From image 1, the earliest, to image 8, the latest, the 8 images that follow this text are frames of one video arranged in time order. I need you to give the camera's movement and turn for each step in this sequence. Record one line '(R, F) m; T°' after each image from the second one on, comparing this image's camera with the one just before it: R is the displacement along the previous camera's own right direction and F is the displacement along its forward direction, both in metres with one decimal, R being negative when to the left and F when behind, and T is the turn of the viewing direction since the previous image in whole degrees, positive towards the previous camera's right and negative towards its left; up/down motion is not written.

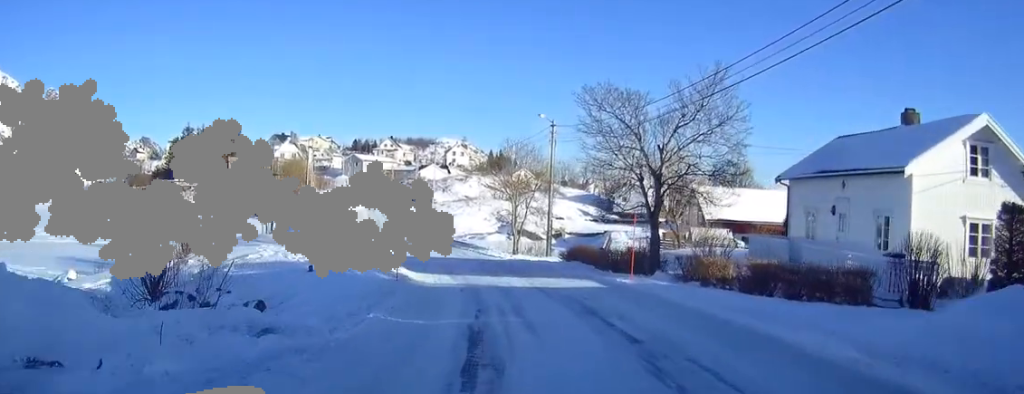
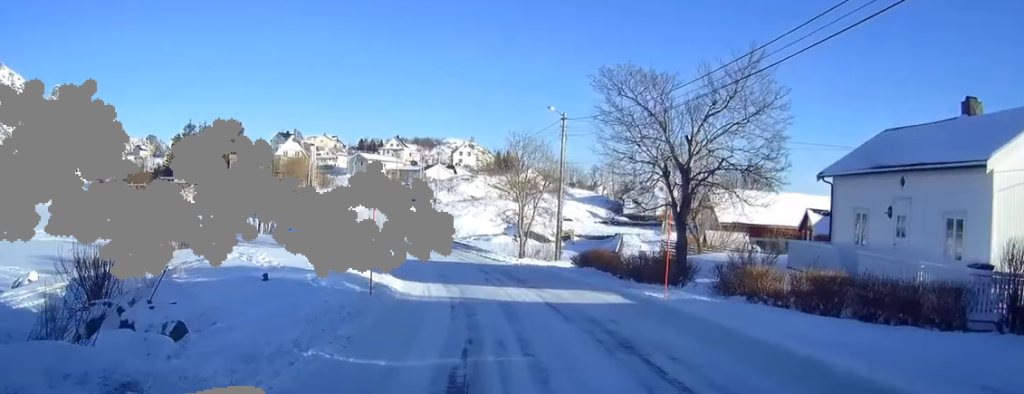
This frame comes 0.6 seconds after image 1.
(0.0, +4.0) m; -1°
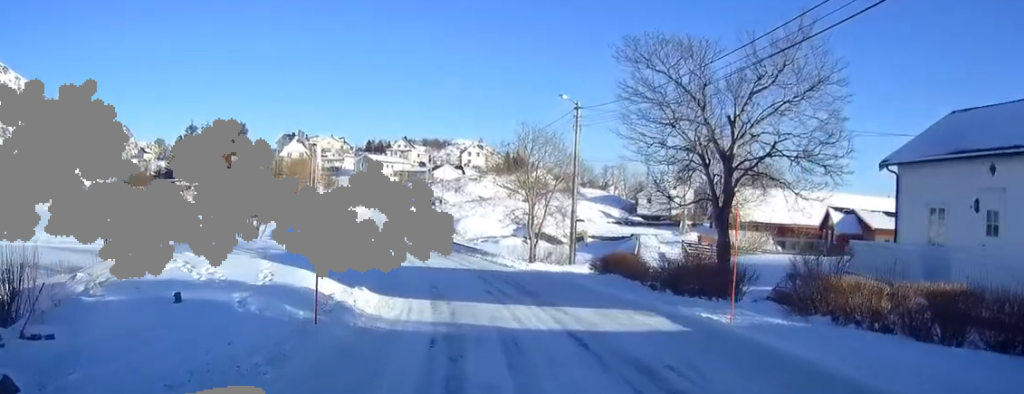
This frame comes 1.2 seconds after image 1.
(-0.1, +4.6) m; -3°
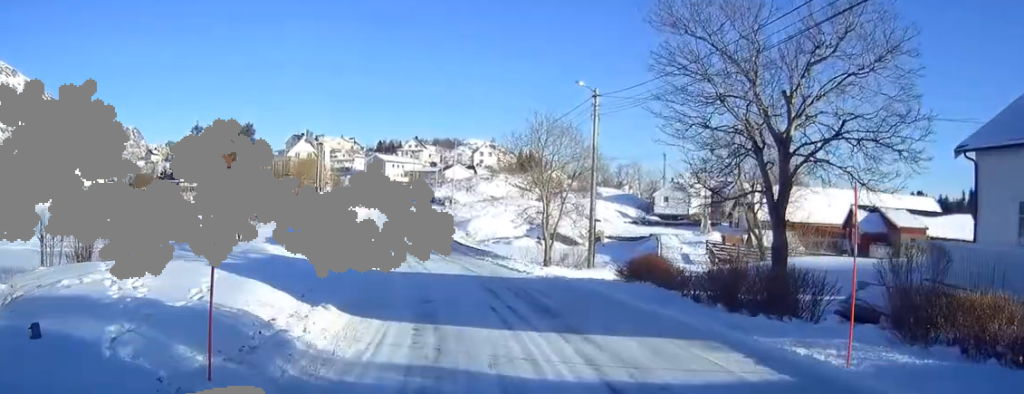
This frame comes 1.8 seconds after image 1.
(-0.1, +3.9) m; -1°
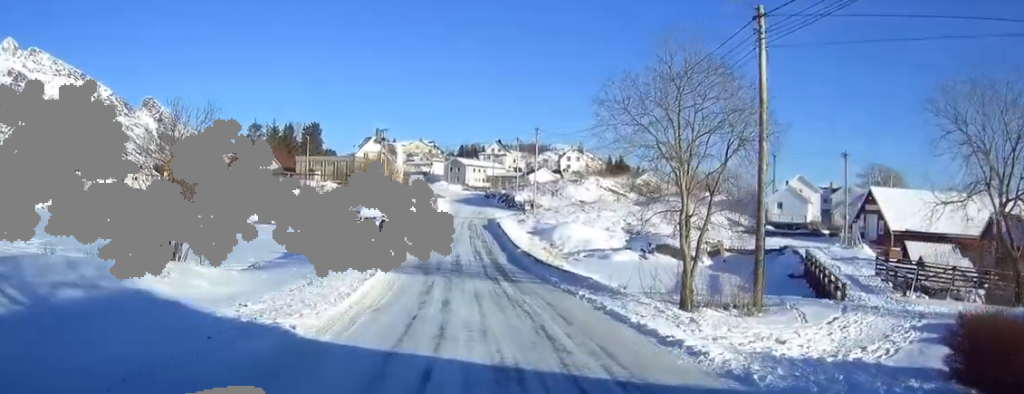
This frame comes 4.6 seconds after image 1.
(-0.7, +16.3) m; -7°
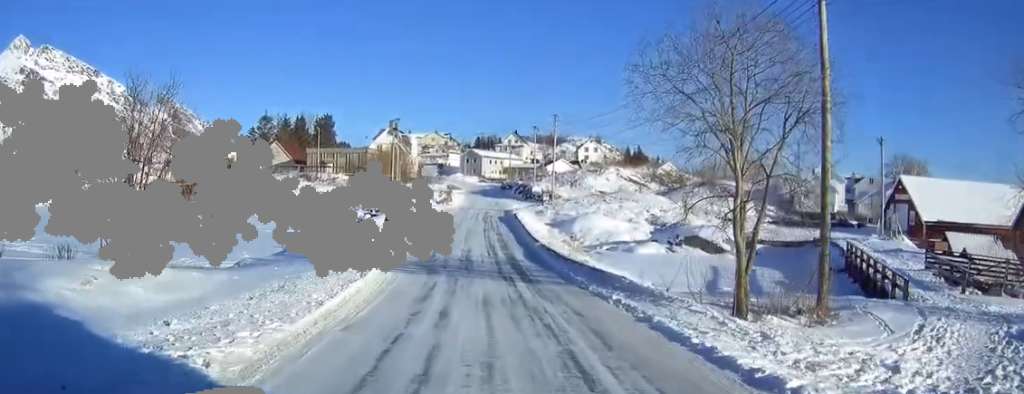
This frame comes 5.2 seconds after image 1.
(-0.1, +3.7) m; -2°
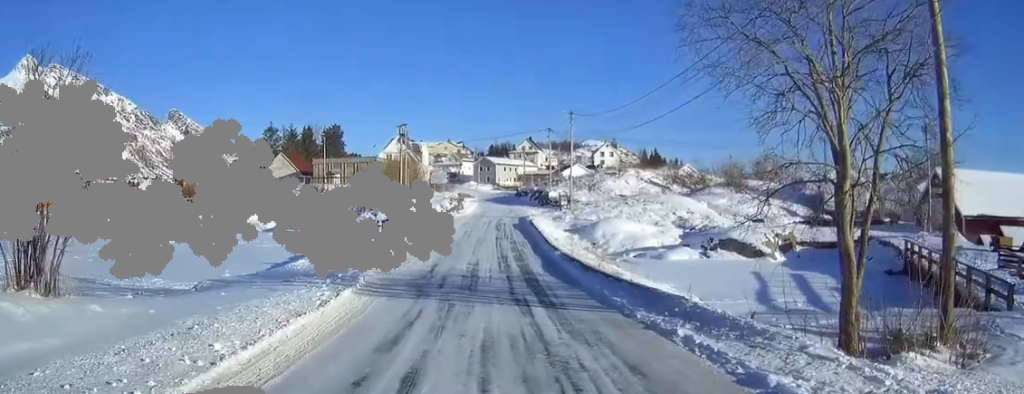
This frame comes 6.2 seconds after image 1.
(-0.1, +5.0) m; -1°
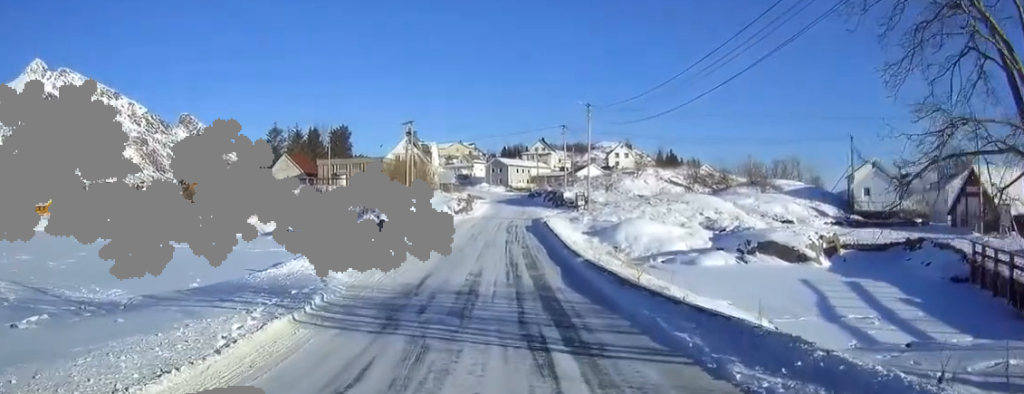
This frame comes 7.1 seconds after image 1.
(0.0, +5.0) m; -2°
